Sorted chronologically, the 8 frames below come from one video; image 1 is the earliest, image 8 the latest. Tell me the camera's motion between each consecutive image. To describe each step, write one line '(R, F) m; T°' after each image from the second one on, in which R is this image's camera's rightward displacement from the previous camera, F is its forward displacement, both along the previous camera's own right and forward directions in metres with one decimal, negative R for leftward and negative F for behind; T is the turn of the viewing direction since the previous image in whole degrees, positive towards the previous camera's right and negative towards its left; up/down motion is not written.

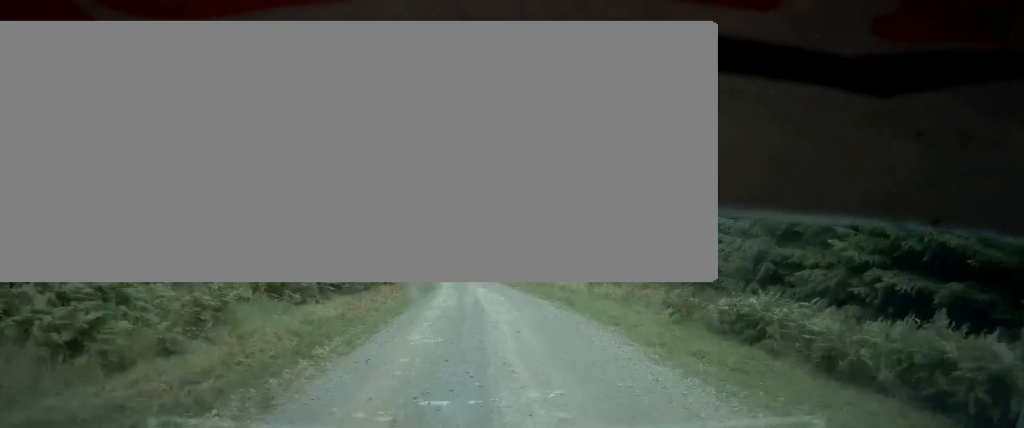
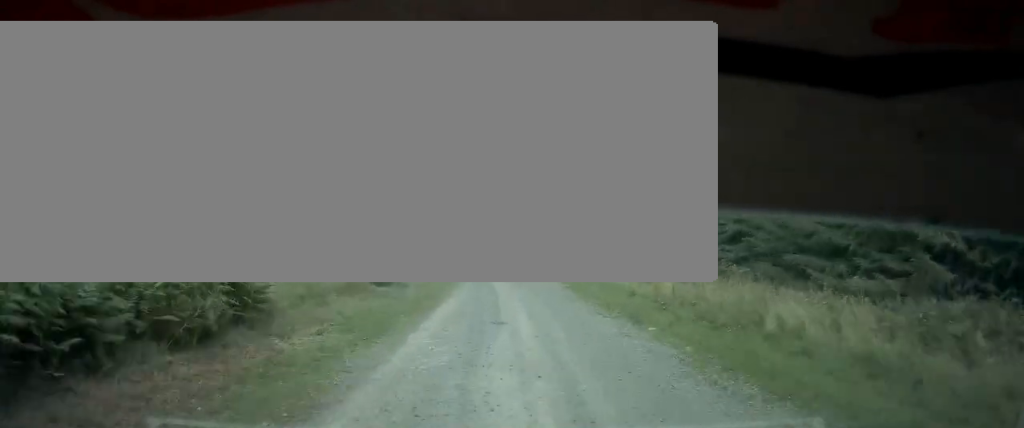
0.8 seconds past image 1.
(-0.6, +25.9) m; -3°
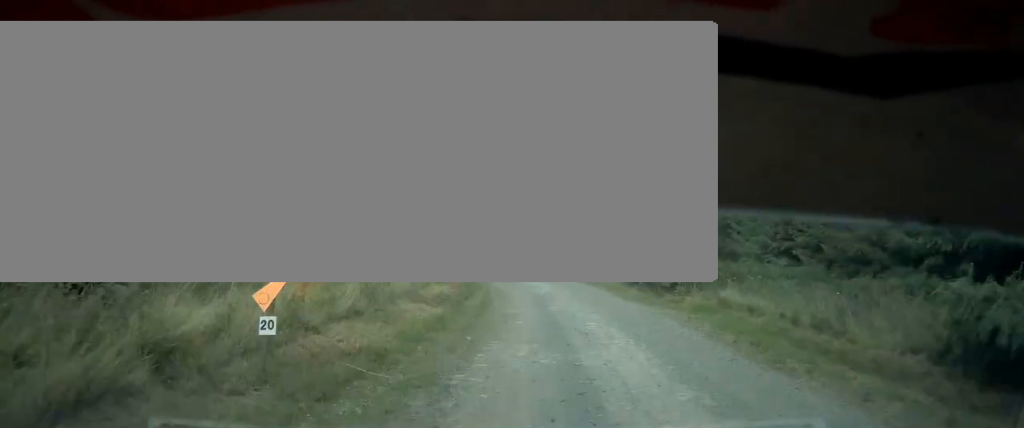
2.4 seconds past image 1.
(-2.8, +49.3) m; -6°
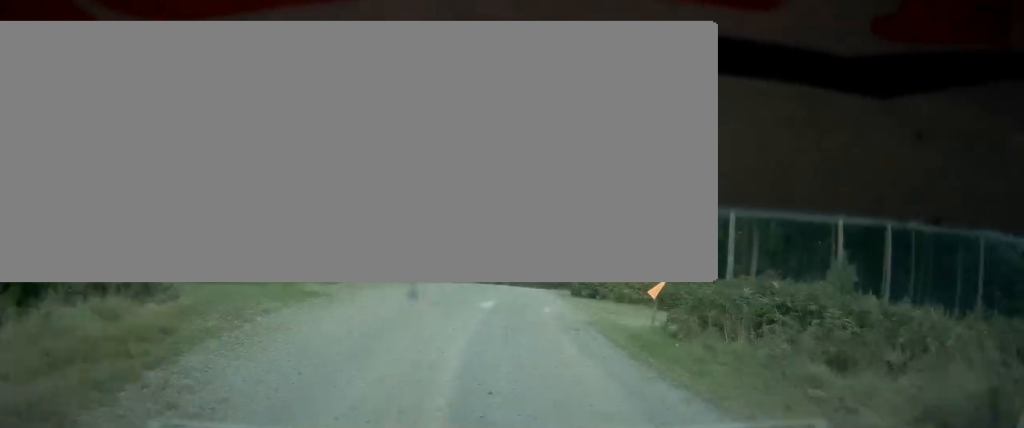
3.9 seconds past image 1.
(-2.1, +49.0) m; -2°
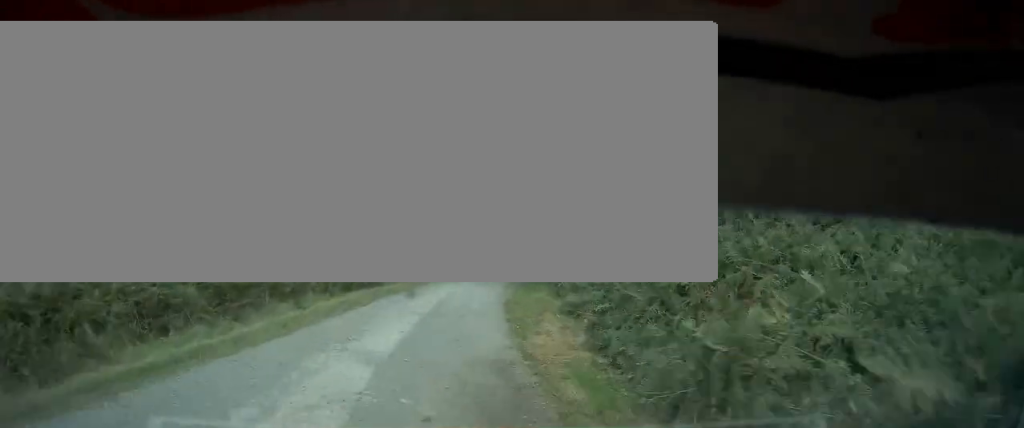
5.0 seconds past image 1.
(+0.9, +37.7) m; +6°
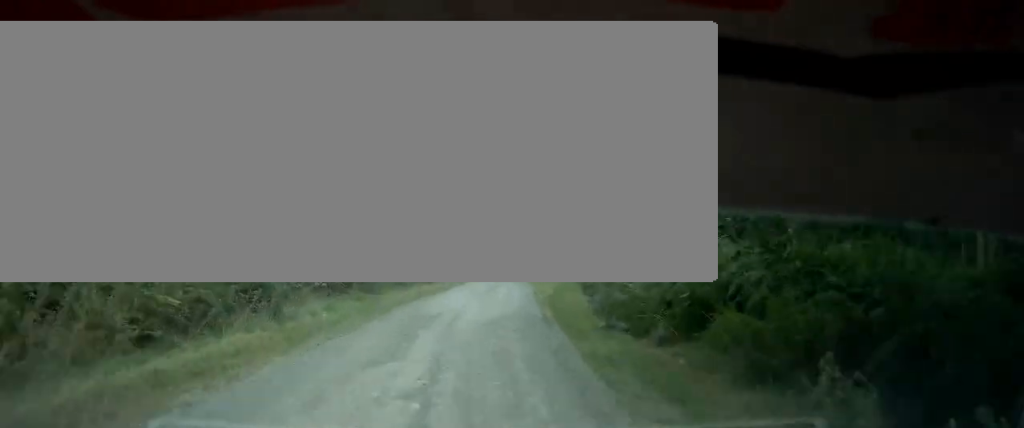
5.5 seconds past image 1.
(+0.9, +16.2) m; +5°
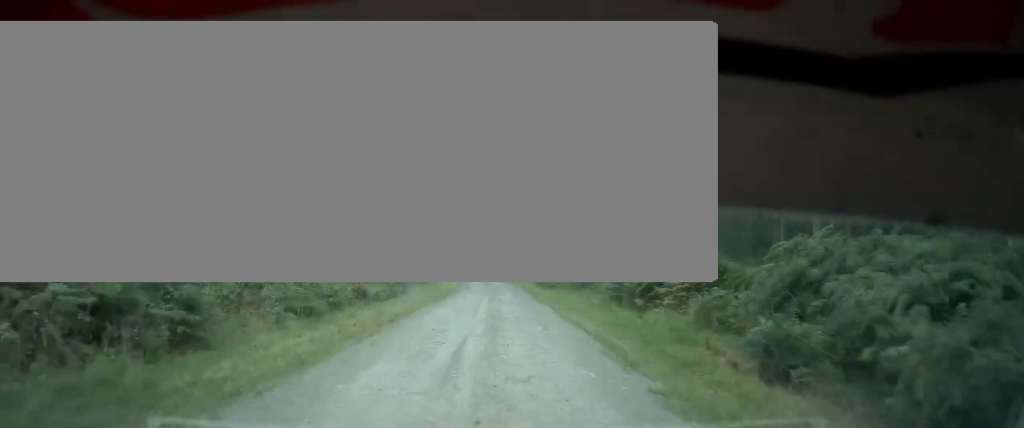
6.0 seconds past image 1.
(+0.2, +14.1) m; +4°
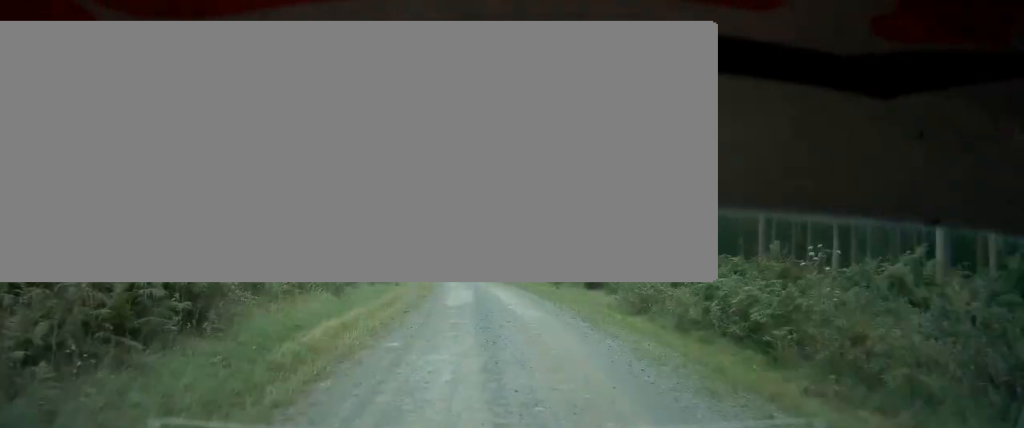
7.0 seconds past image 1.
(+3.0, +33.8) m; +3°
